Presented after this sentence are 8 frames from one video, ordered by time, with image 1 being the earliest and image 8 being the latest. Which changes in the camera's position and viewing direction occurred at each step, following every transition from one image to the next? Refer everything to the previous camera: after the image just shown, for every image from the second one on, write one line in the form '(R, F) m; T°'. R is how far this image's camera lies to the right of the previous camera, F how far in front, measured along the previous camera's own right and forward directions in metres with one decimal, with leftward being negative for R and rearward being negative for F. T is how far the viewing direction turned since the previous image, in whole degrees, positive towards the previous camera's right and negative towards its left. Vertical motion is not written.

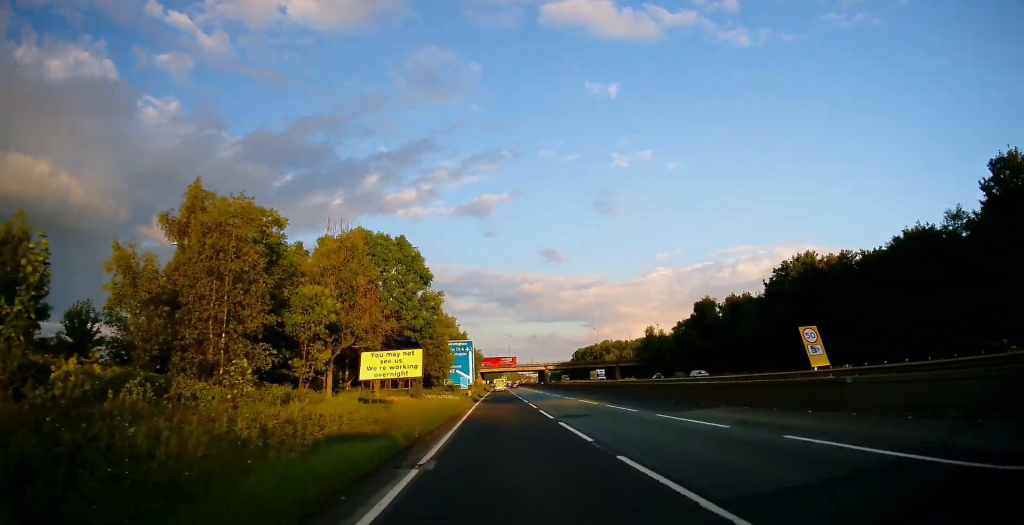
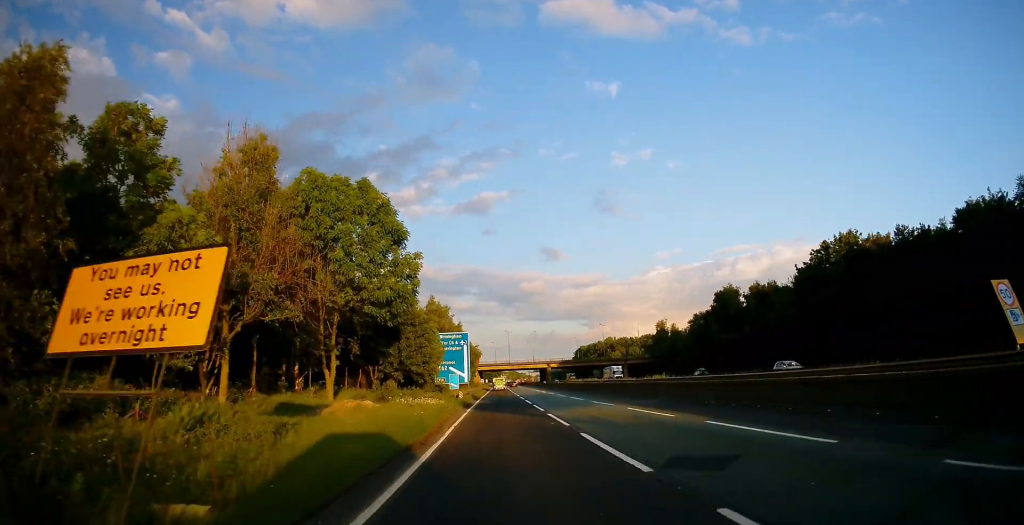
(-0.1, +13.7) m; 0°
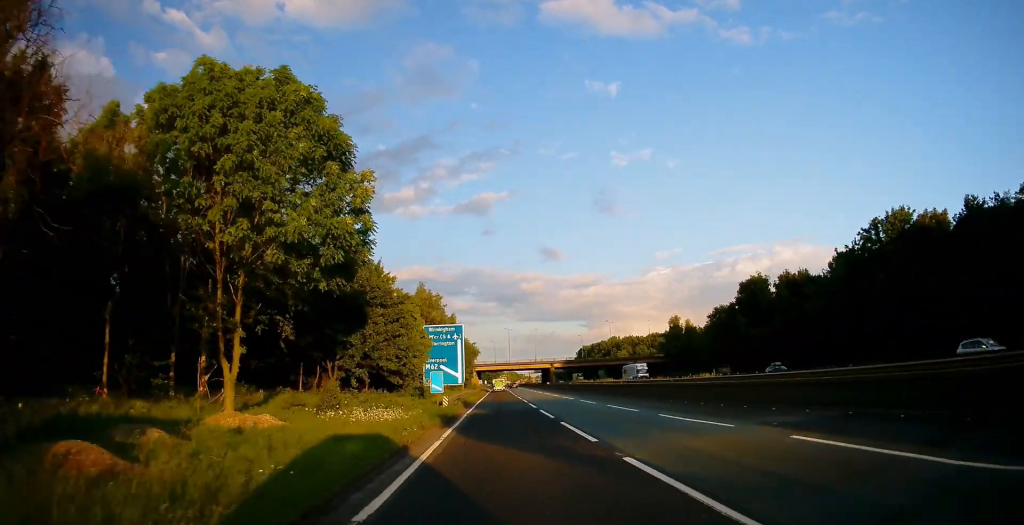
(-0.2, +13.7) m; 0°
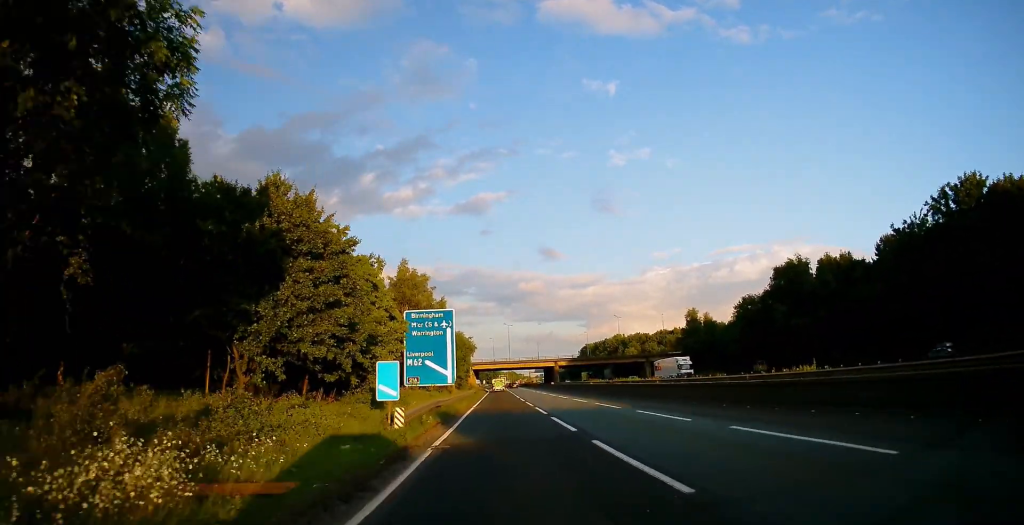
(+0.2, +15.2) m; 0°
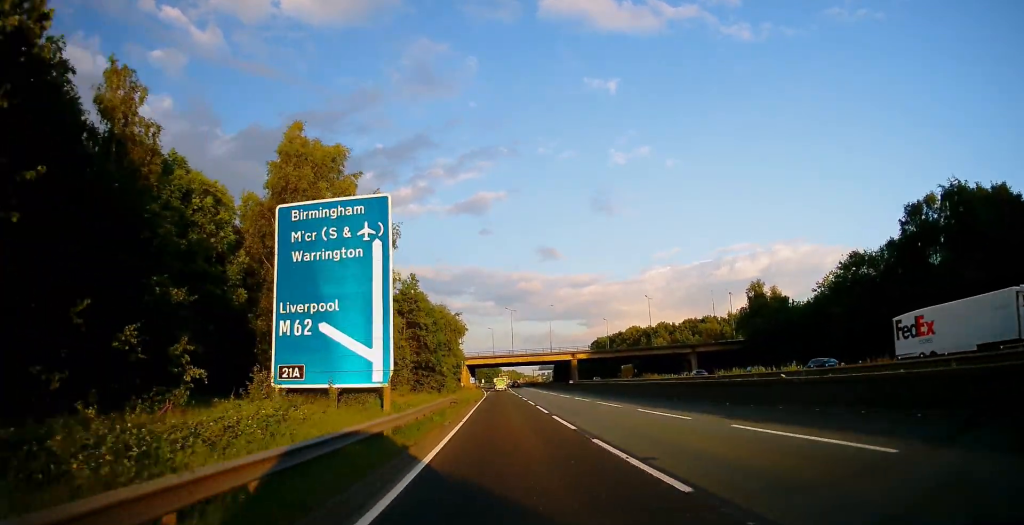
(+0.2, +36.7) m; +1°
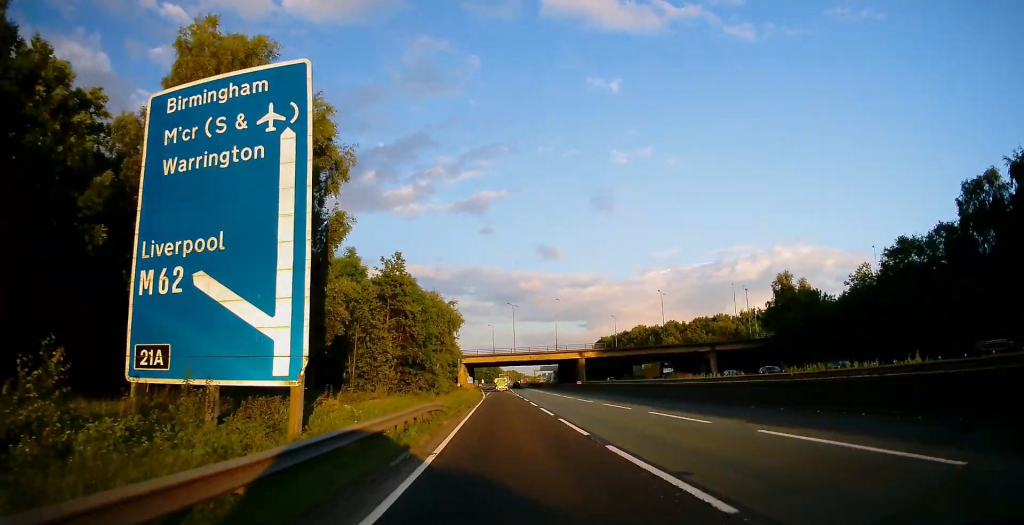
(+0.2, +10.5) m; 0°
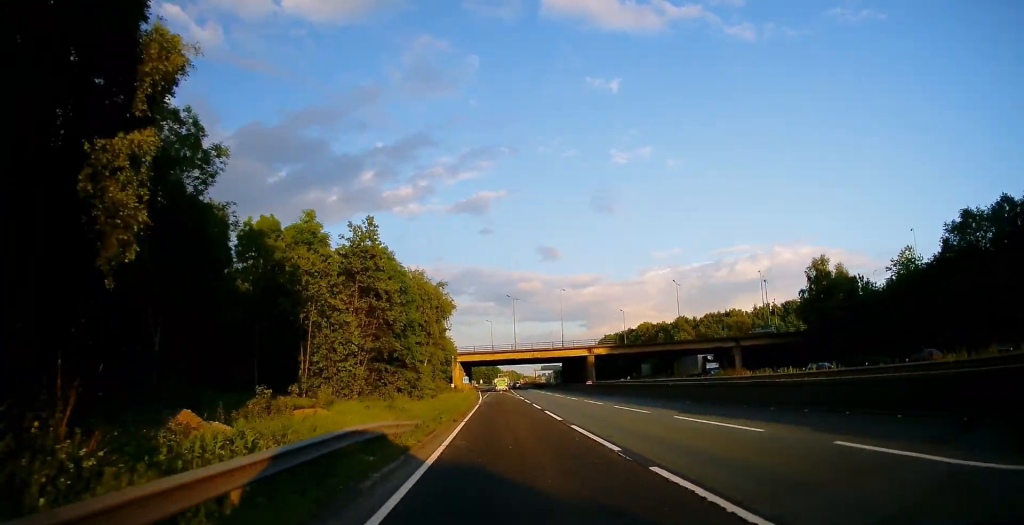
(0.0, +12.0) m; 0°
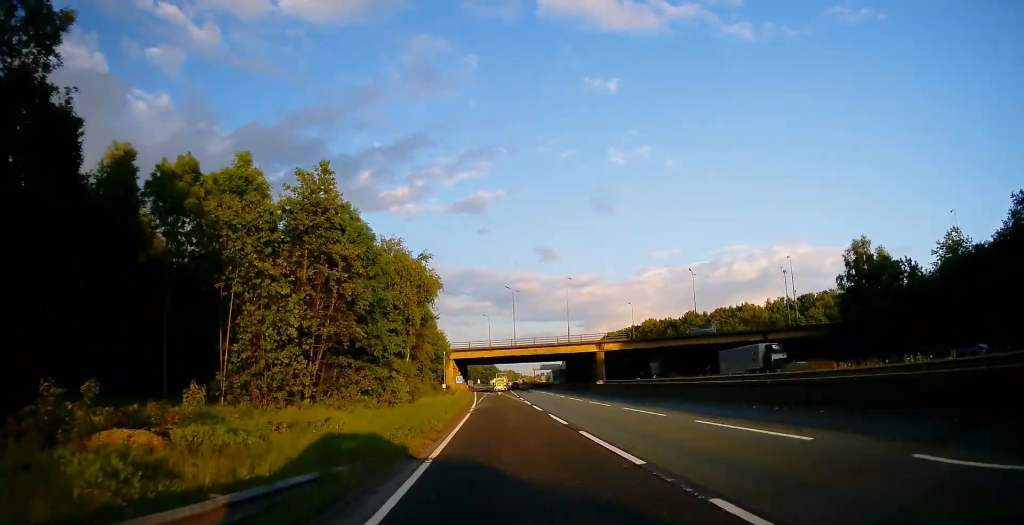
(-0.1, +10.9) m; 0°
